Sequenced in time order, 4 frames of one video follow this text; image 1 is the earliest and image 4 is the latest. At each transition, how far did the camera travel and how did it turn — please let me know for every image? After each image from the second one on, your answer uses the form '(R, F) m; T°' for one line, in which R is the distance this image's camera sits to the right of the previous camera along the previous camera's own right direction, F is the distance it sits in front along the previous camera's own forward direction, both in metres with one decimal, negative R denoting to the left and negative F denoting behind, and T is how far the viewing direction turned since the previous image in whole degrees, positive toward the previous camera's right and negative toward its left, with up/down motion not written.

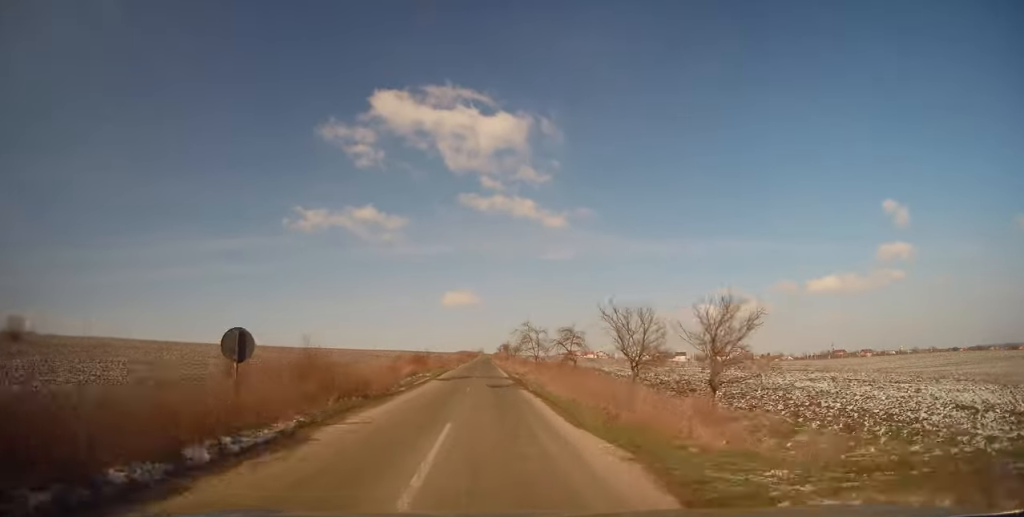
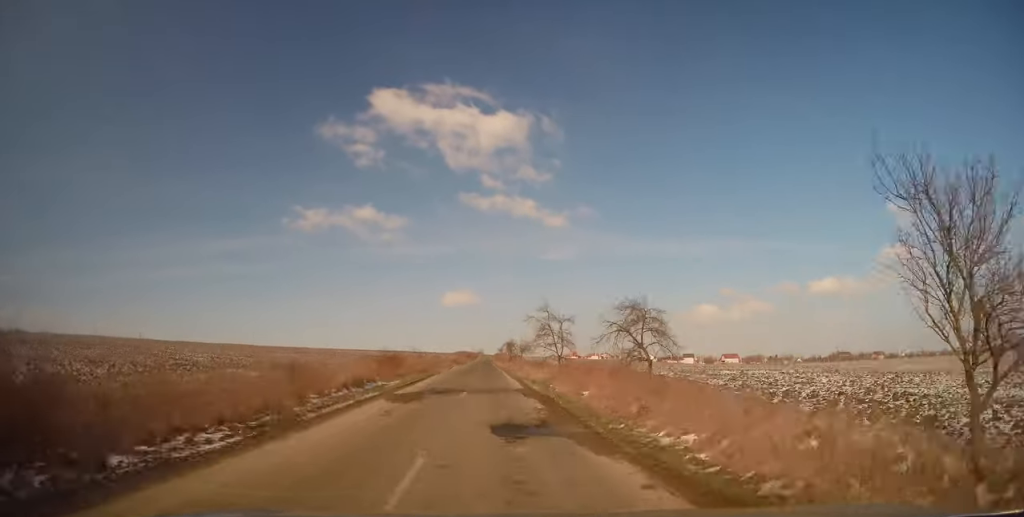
(0.0, +16.3) m; -1°
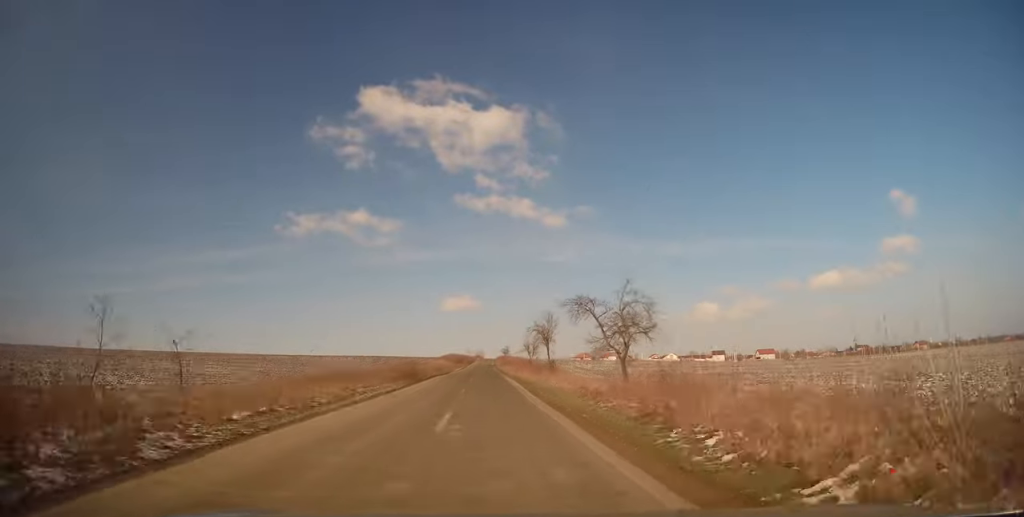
(+0.1, +57.0) m; +1°
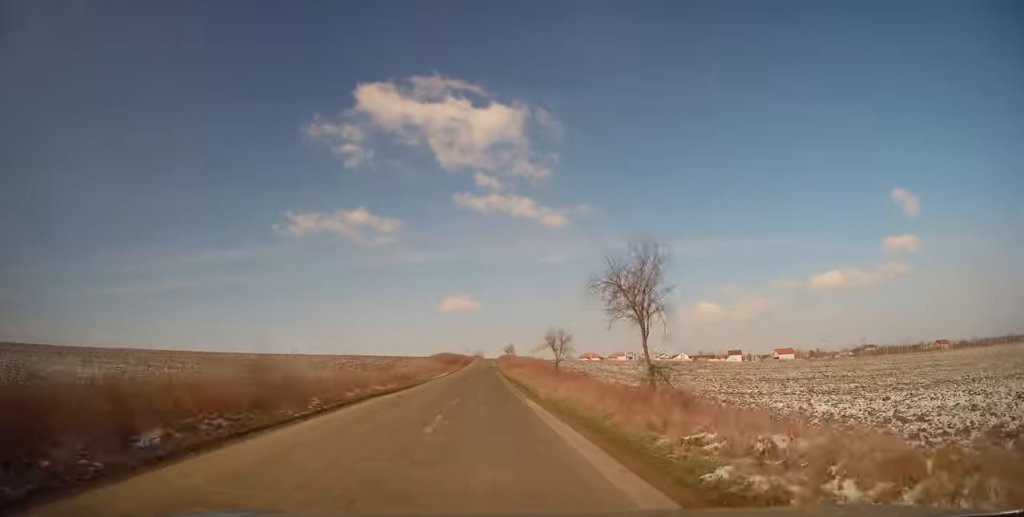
(+0.1, +24.8) m; 0°
